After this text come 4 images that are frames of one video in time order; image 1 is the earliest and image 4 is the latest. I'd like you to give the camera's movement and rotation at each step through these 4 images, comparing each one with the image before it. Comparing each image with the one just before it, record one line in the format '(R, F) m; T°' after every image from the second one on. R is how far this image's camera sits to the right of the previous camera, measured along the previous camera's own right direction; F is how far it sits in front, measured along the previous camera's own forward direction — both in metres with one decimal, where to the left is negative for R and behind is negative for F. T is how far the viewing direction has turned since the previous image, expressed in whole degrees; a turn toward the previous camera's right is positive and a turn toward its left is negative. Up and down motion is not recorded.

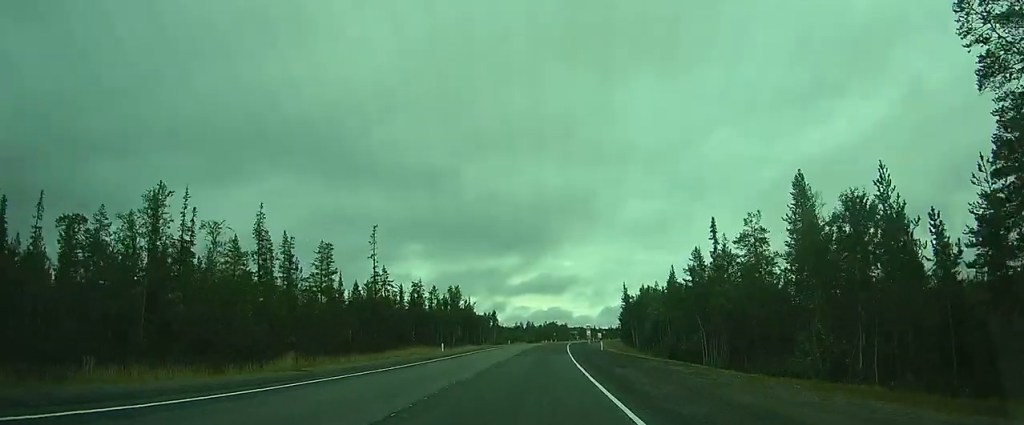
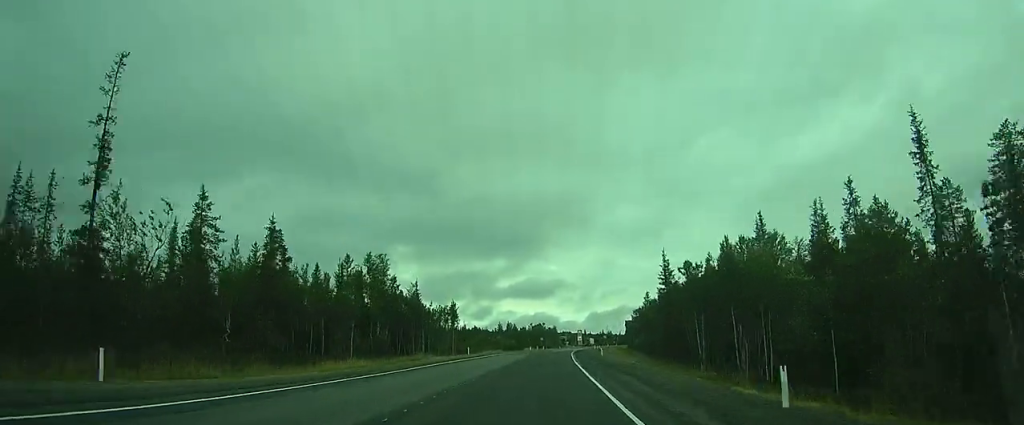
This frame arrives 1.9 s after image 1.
(+1.0, +38.9) m; +3°
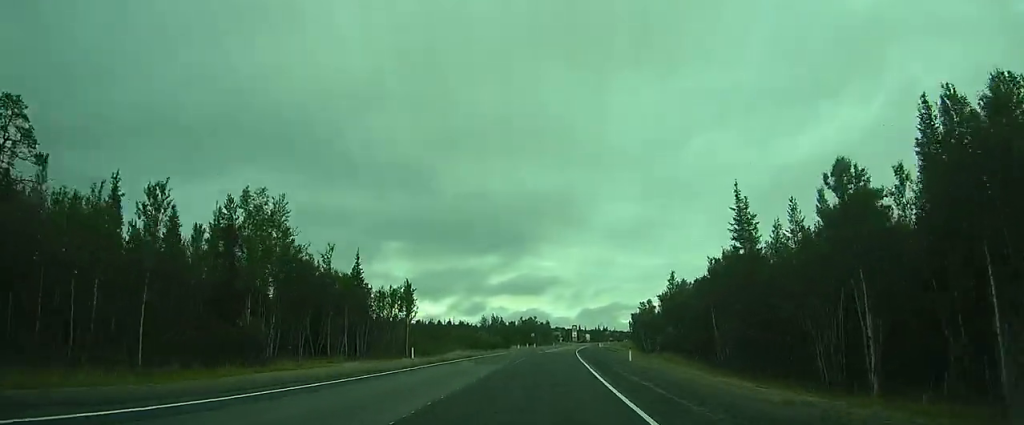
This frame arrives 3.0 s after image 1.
(+0.3, +23.0) m; +1°
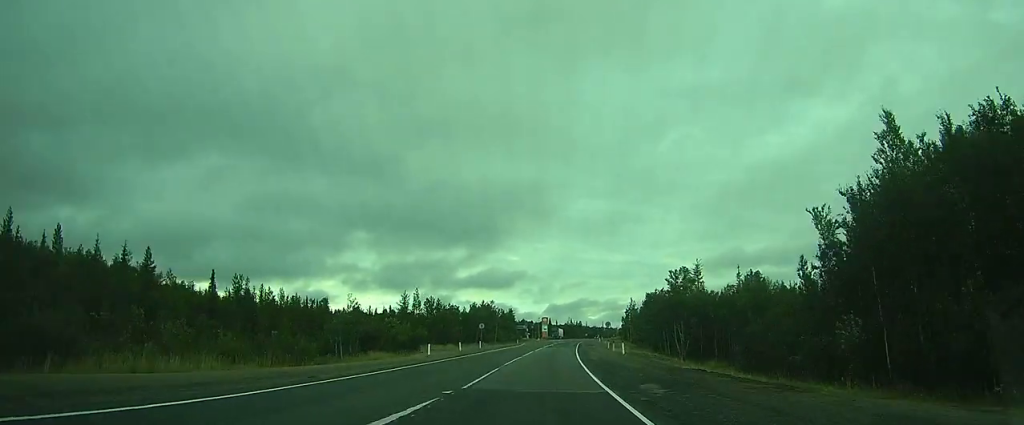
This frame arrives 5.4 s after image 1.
(+0.2, +49.2) m; 0°
